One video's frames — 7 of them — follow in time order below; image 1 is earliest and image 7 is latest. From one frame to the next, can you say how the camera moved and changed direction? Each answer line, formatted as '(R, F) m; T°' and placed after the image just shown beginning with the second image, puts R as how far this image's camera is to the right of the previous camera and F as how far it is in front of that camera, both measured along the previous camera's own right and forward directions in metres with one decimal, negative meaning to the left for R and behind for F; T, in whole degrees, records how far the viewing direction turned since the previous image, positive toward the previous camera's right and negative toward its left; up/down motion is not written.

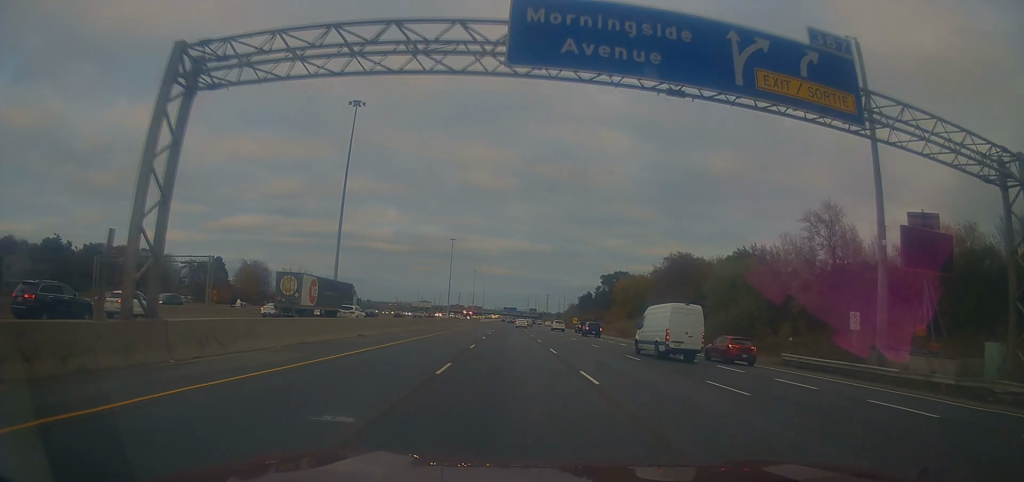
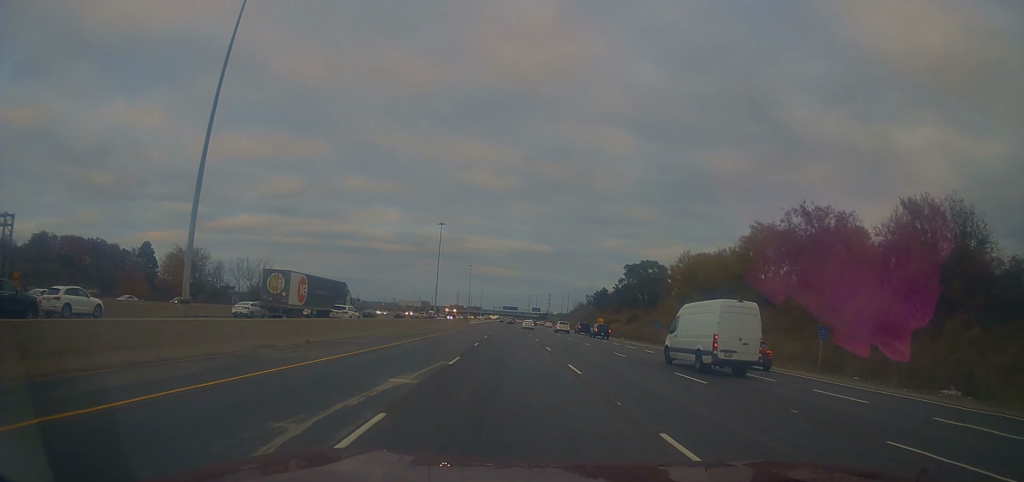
(-0.1, +44.8) m; -1°
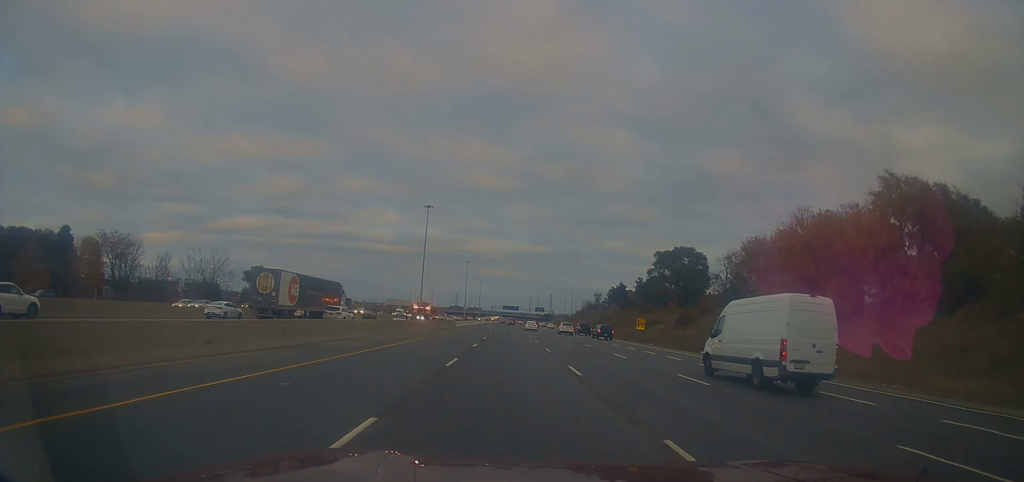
(-0.4, +36.4) m; 0°
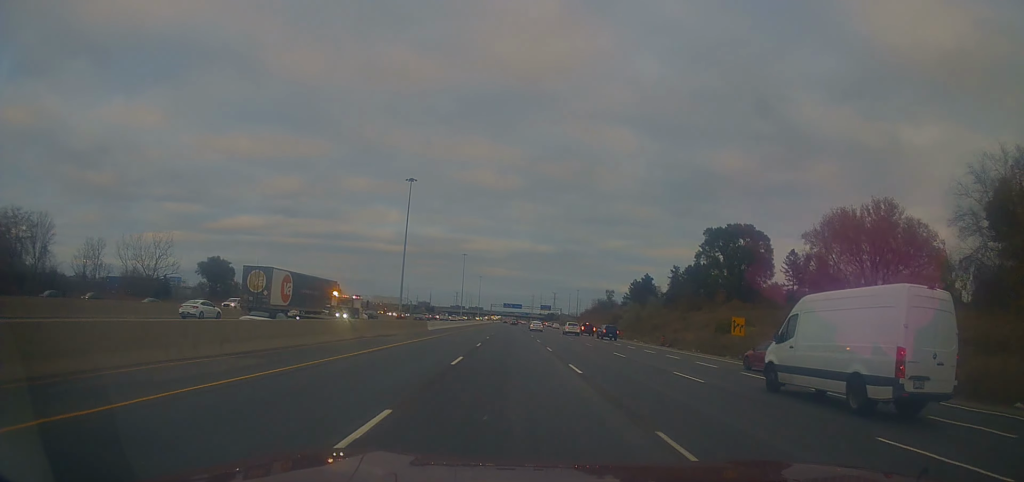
(+0.4, +35.5) m; +1°
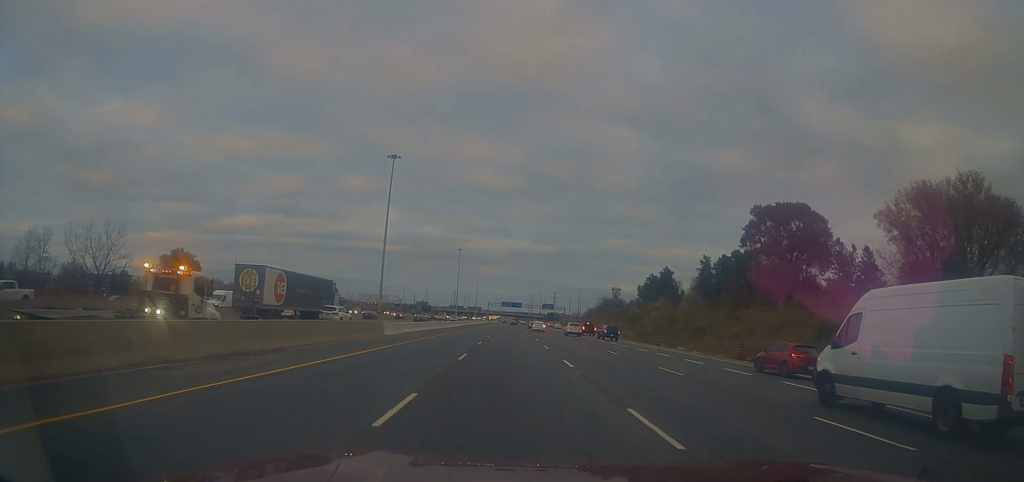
(+0.2, +21.9) m; 0°
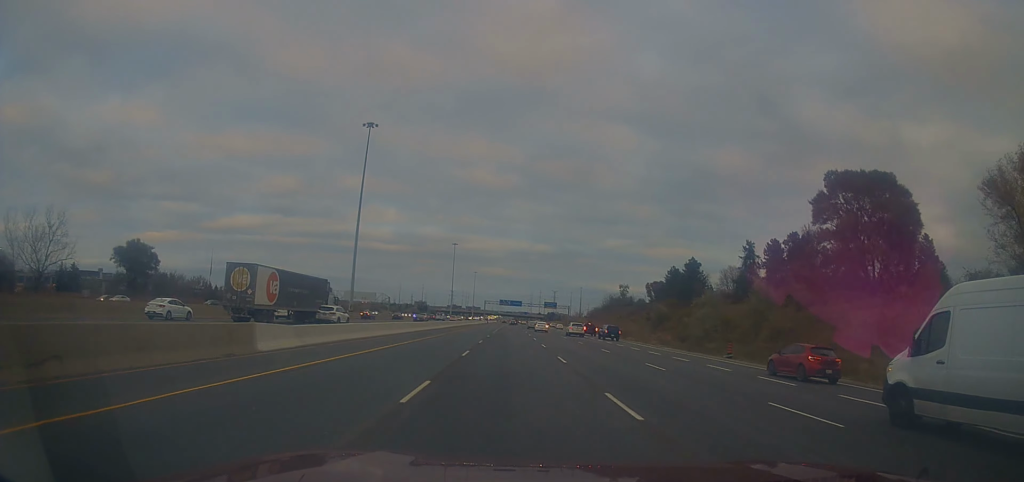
(-0.5, +21.8) m; 0°
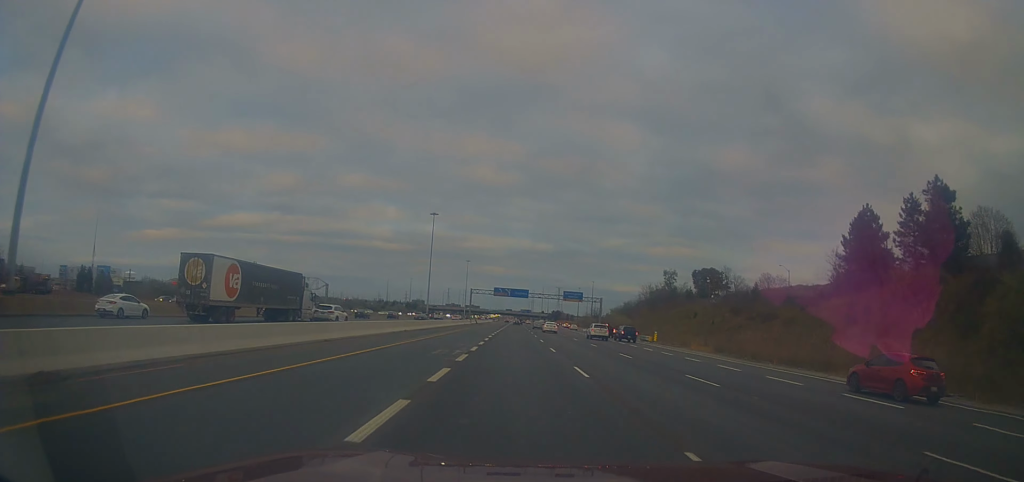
(+1.0, +76.9) m; 0°
